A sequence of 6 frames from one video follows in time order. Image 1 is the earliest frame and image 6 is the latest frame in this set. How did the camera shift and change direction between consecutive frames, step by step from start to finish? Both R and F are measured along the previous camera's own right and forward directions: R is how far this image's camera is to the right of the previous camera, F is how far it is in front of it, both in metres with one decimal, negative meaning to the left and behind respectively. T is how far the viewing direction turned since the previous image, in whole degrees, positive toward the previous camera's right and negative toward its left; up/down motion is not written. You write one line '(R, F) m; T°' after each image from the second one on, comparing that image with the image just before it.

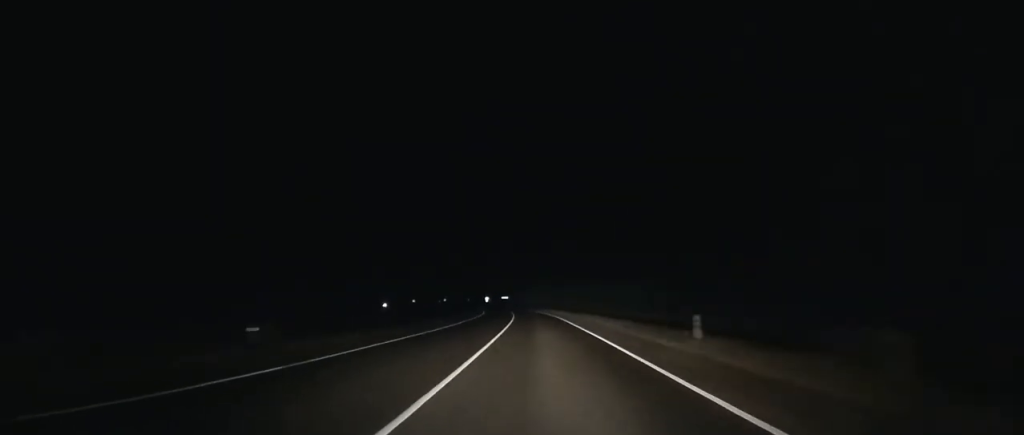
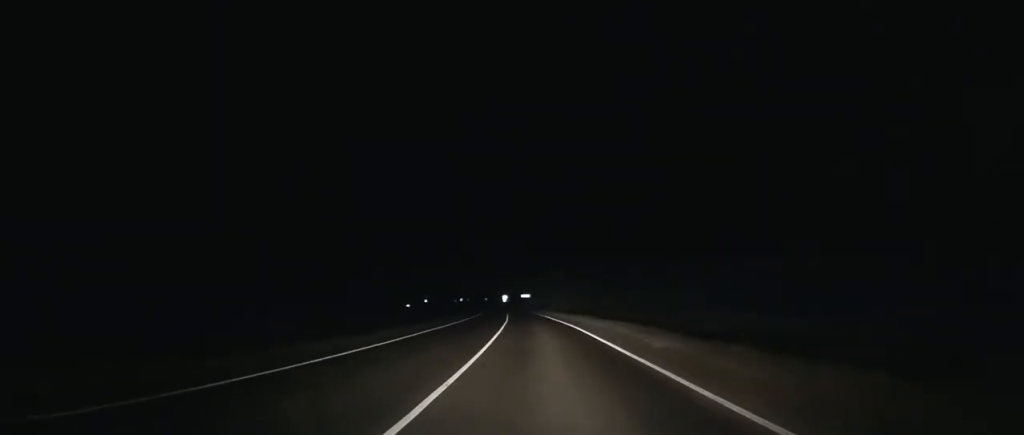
(-1.3, +49.1) m; -3°
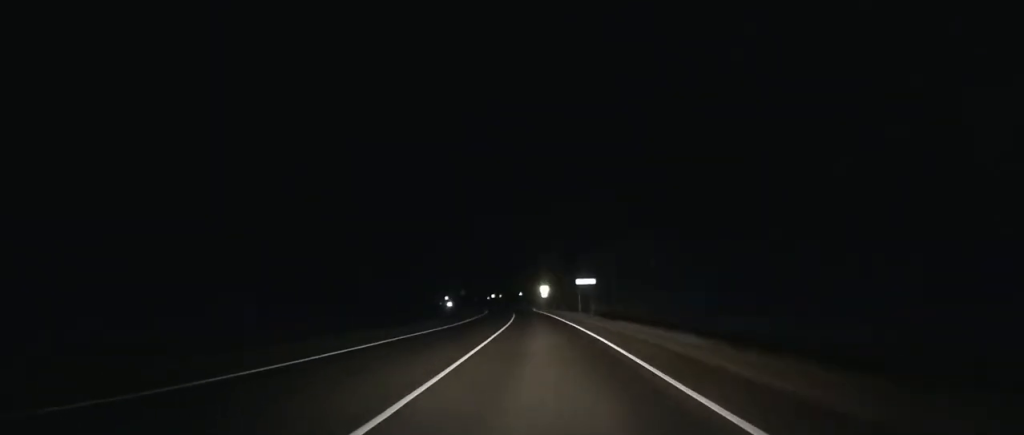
(-3.5, +82.2) m; -4°
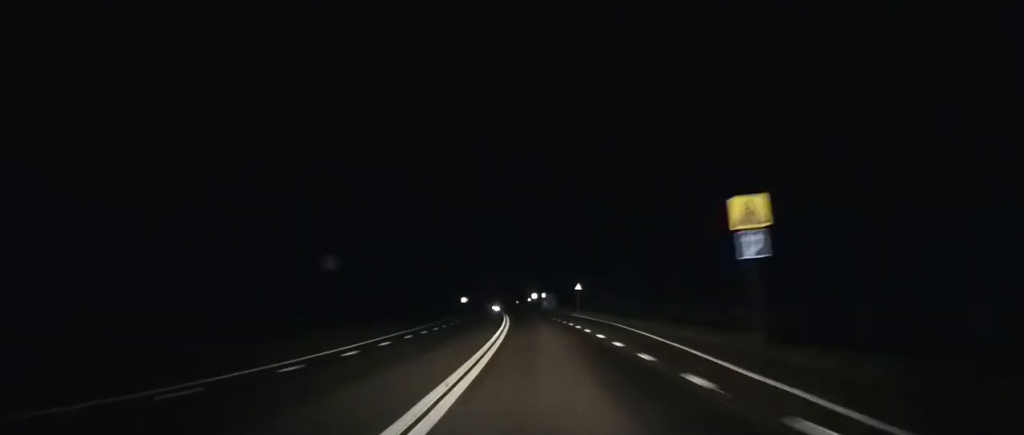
(-3.3, +95.3) m; -5°
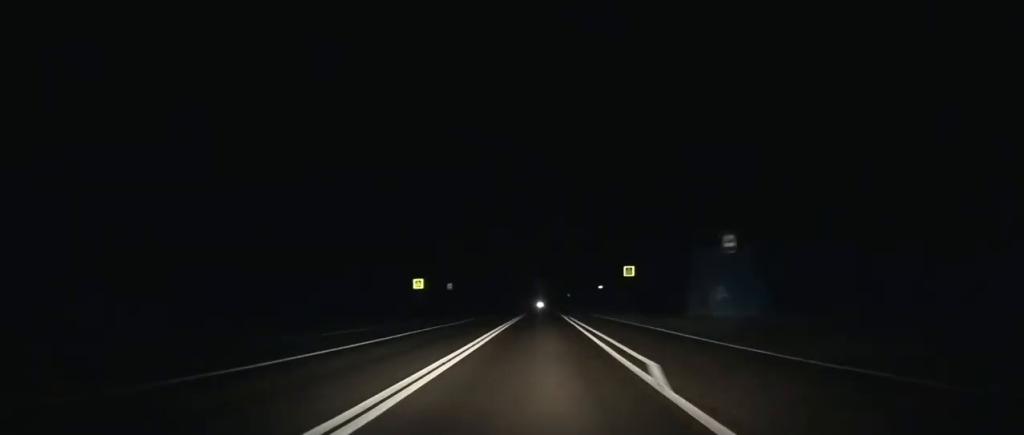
(-7.1, +117.6) m; -5°
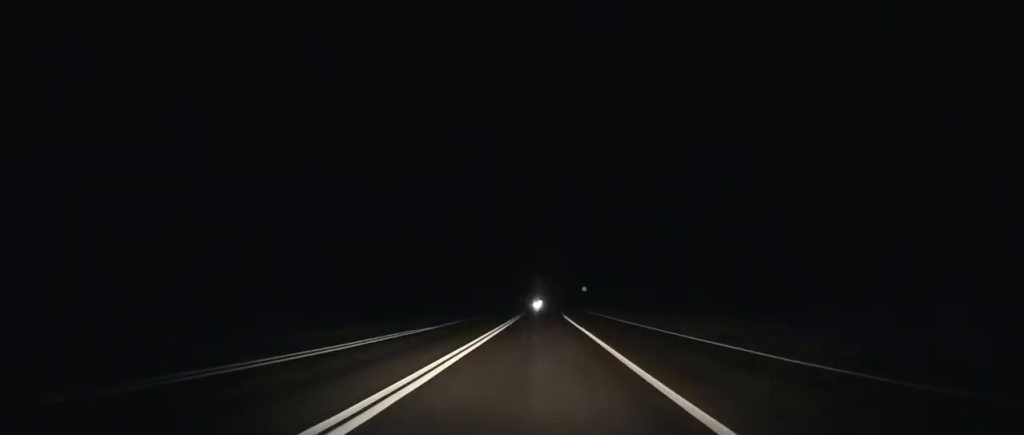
(-0.7, +70.9) m; -1°
